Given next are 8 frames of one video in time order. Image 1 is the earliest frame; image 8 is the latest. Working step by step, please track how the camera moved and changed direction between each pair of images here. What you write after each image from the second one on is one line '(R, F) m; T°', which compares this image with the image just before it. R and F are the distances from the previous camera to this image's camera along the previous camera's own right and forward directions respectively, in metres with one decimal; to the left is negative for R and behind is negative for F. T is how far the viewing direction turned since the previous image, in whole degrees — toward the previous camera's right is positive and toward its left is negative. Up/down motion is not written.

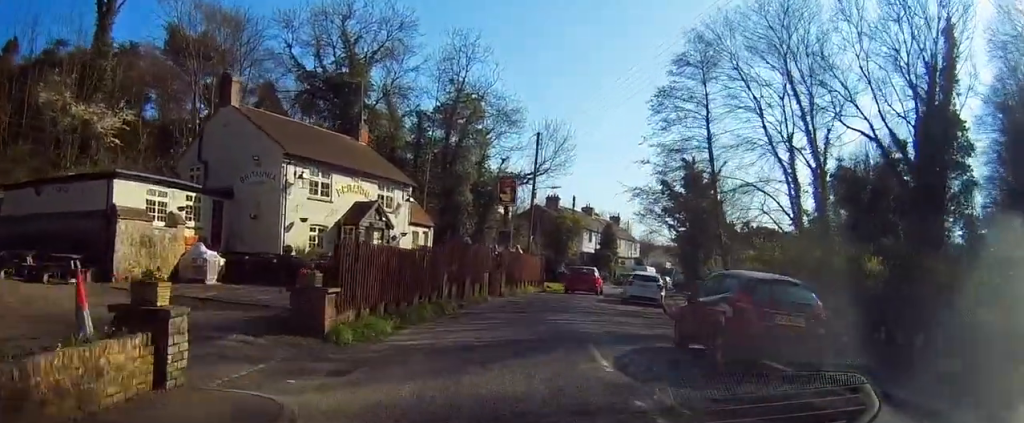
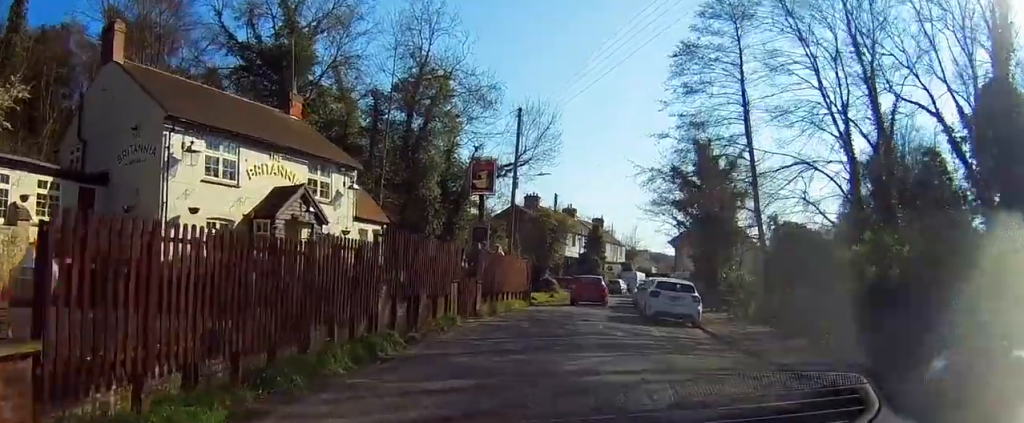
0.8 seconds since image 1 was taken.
(-0.3, +8.1) m; +2°
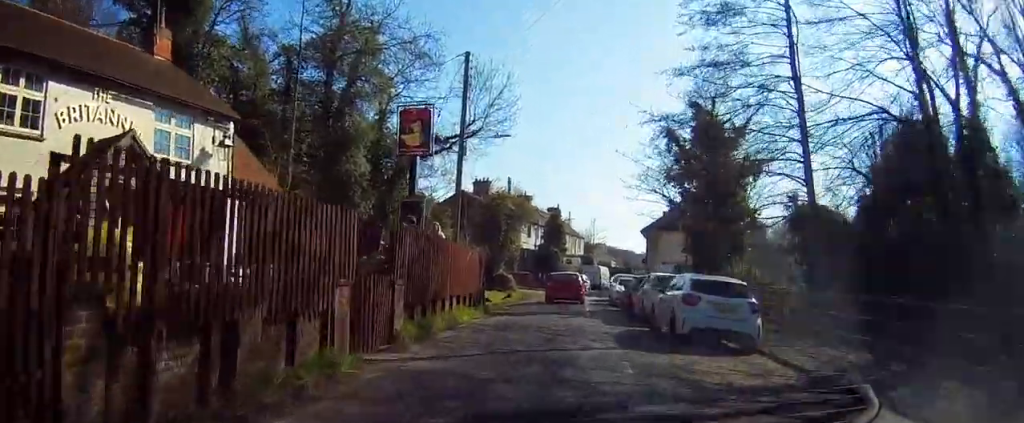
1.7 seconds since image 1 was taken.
(+0.5, +8.1) m; +6°
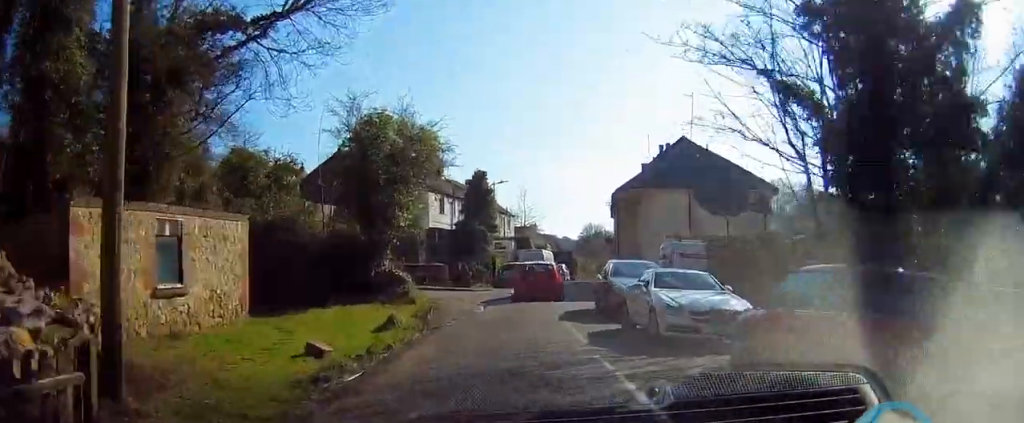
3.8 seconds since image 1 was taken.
(+1.3, +17.2) m; +7°
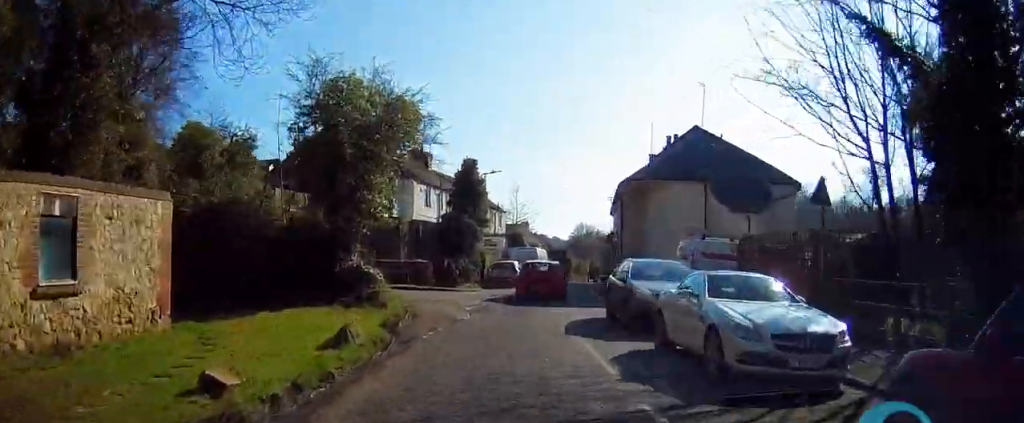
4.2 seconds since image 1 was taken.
(0.0, +3.5) m; +1°
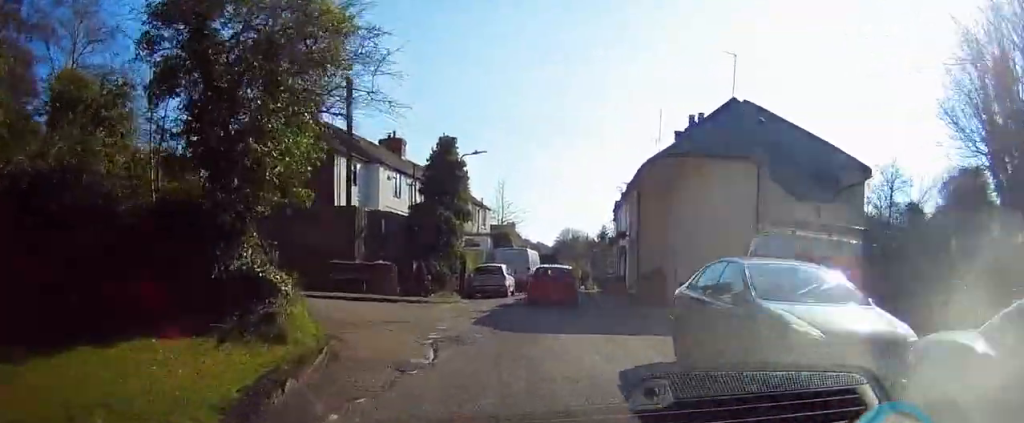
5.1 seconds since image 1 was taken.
(+0.1, +7.2) m; +3°
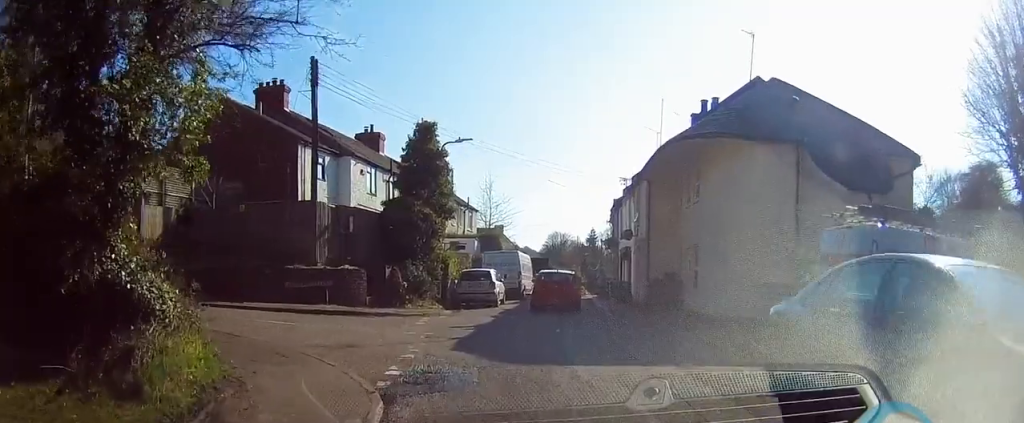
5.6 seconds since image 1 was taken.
(+0.1, +4.0) m; +2°
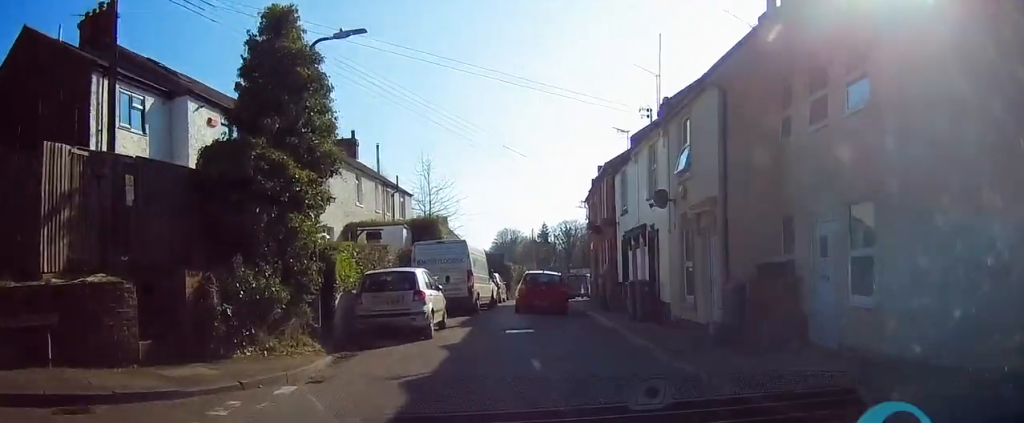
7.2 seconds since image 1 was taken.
(+0.4, +11.8) m; +4°
